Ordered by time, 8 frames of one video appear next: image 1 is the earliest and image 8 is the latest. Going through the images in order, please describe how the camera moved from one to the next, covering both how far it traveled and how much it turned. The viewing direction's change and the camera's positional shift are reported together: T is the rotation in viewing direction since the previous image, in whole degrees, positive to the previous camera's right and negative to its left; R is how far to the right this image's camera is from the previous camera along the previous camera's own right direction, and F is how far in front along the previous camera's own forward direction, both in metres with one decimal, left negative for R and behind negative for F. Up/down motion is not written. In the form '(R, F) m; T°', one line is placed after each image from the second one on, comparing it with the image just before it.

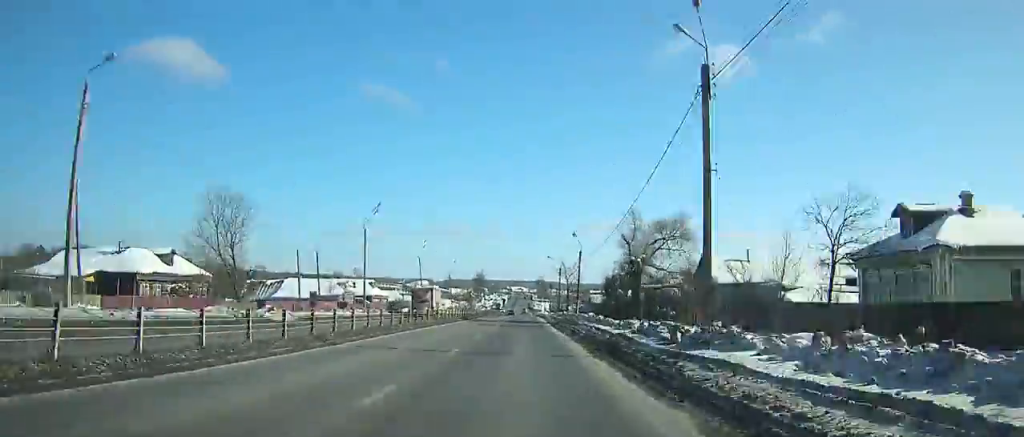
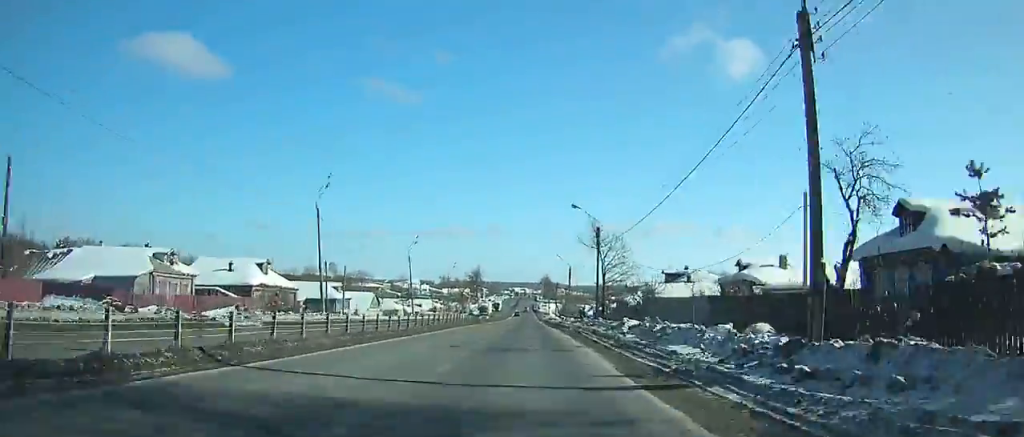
(+0.1, +51.3) m; 0°
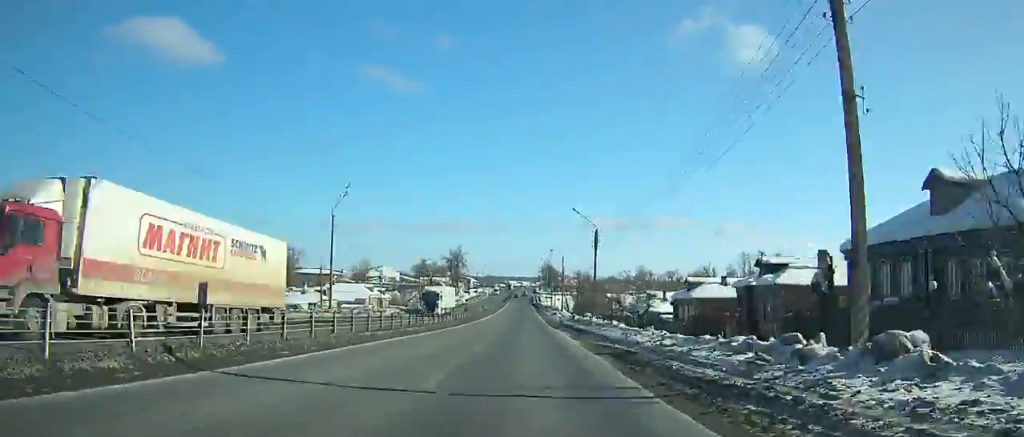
(-0.1, +75.3) m; 0°
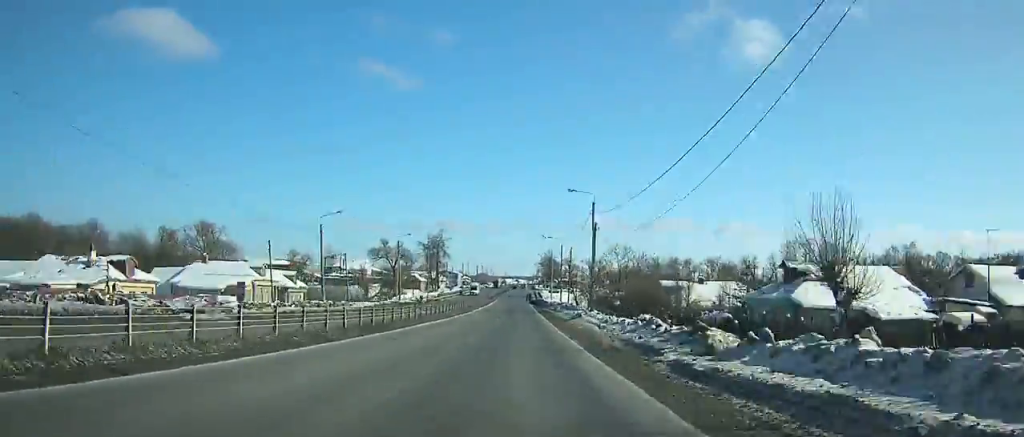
(+0.1, +44.7) m; 0°
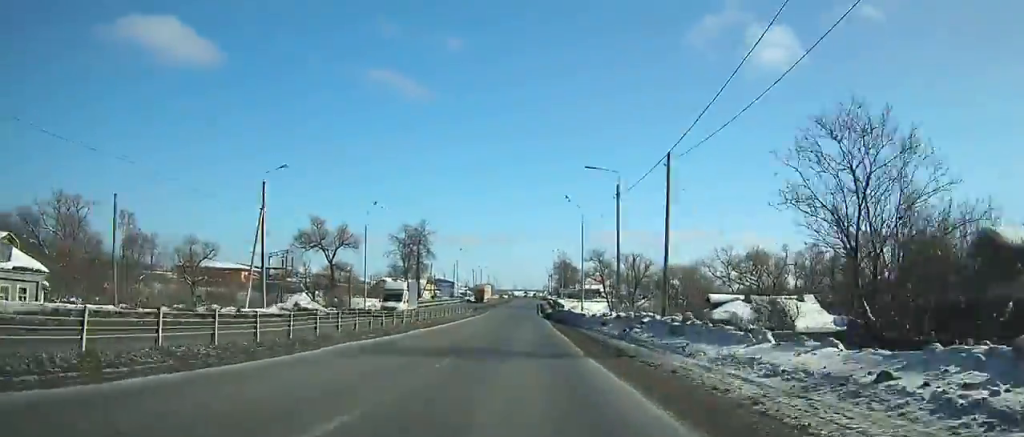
(0.0, +46.0) m; 0°
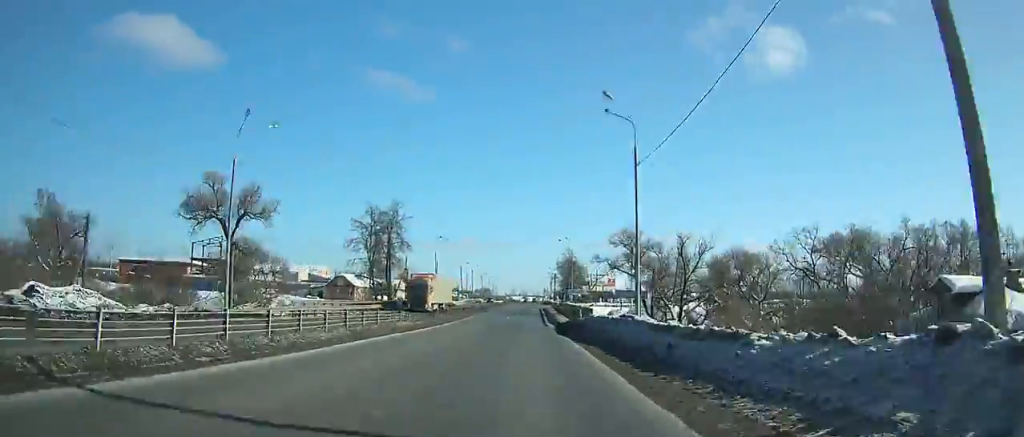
(-0.1, +29.1) m; 0°
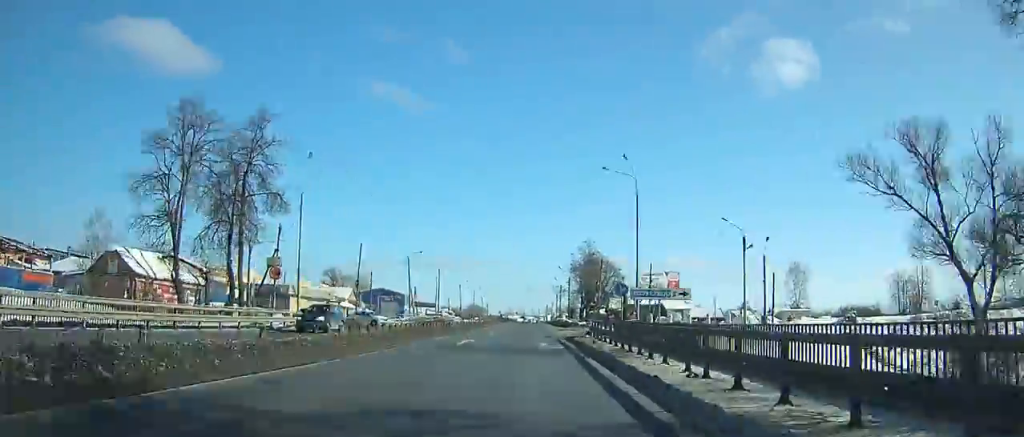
(-0.3, +62.4) m; 0°
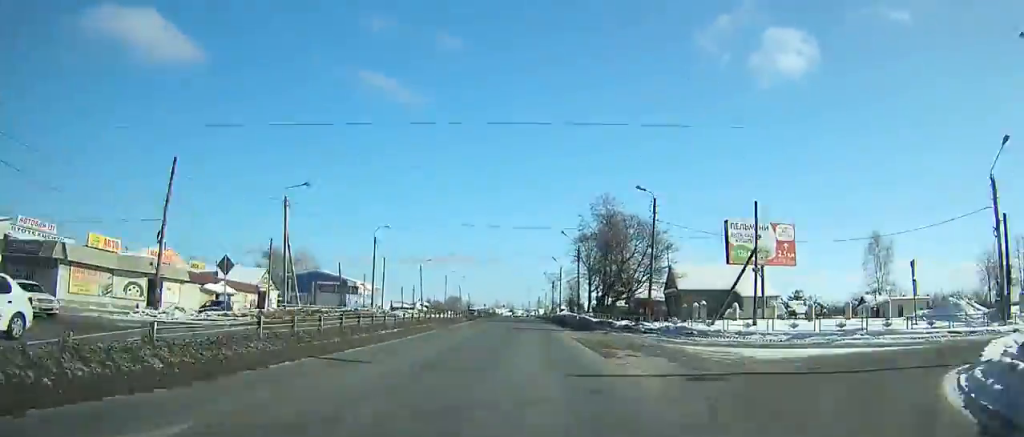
(+0.1, +38.6) m; 0°
